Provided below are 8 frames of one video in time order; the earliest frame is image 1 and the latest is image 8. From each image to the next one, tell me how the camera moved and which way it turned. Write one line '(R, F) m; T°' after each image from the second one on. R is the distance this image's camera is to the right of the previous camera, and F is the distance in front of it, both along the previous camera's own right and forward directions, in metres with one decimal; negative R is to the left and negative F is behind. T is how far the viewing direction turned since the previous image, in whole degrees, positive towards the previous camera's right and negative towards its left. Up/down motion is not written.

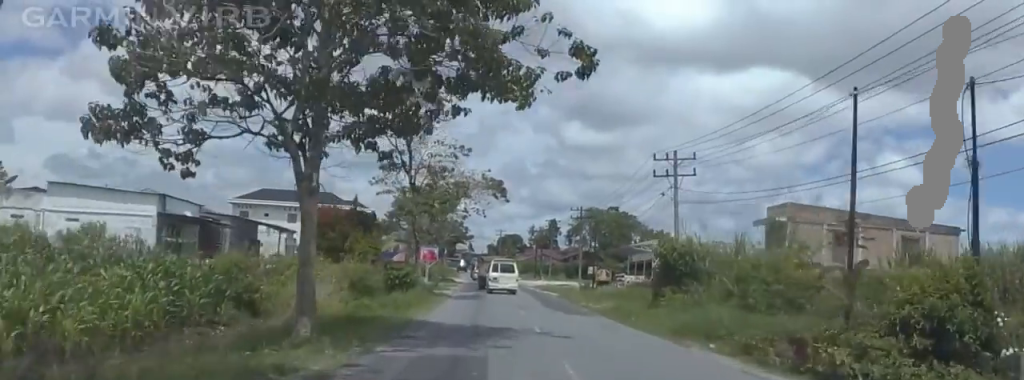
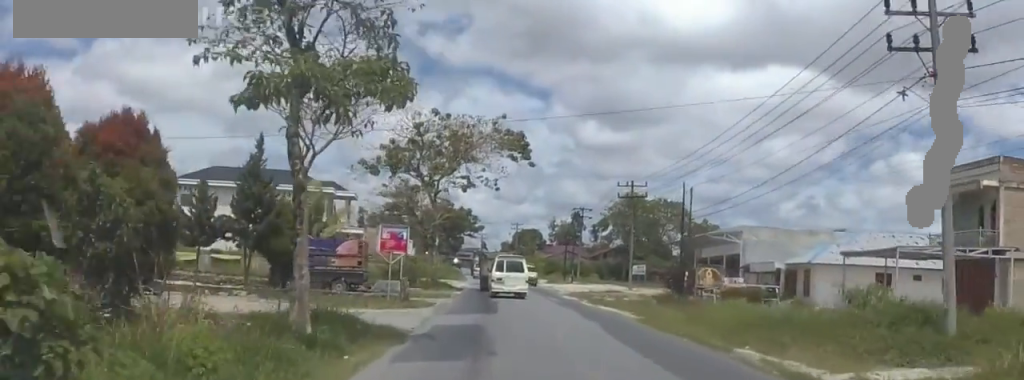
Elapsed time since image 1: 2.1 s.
(+0.1, +29.2) m; 0°
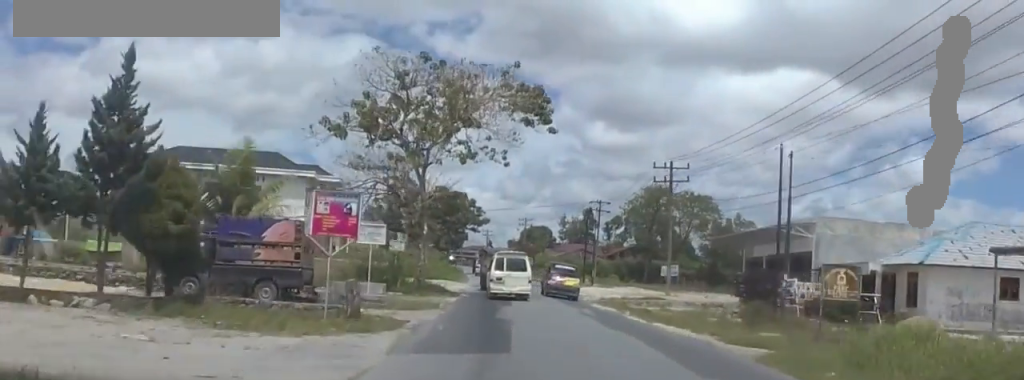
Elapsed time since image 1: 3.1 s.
(+1.3, +12.6) m; +2°
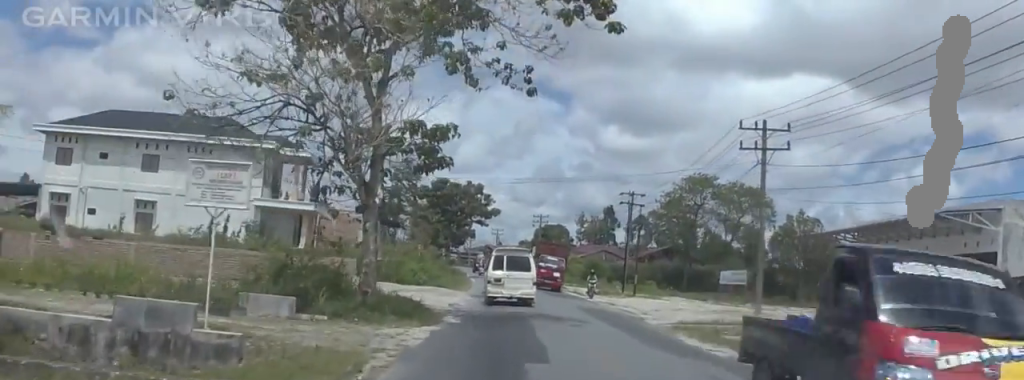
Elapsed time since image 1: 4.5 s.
(-1.3, +17.7) m; -5°
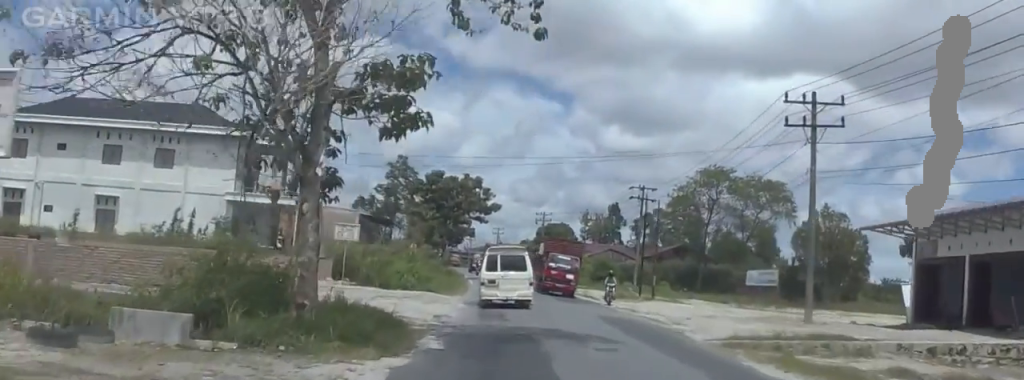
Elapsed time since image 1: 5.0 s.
(0.0, +6.7) m; 0°
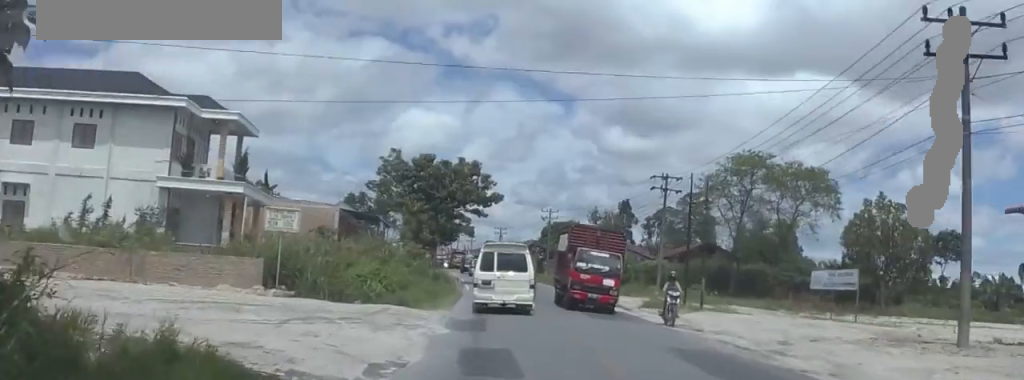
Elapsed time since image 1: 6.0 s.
(0.0, +11.8) m; +4°
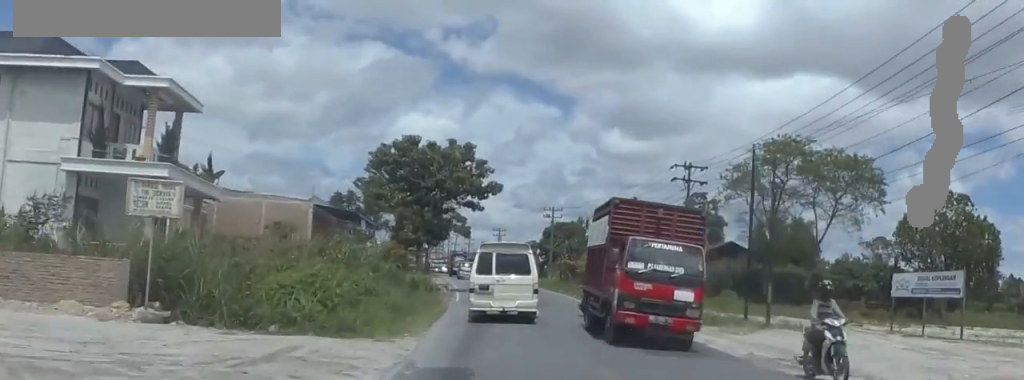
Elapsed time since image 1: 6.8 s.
(+0.7, +9.8) m; -1°
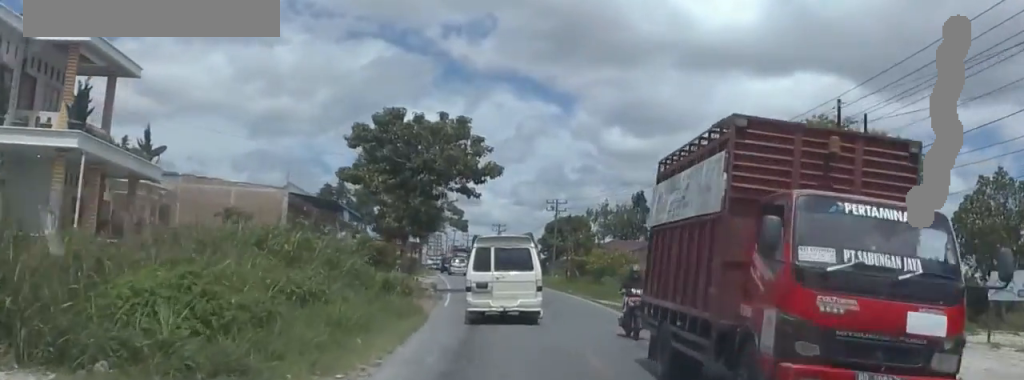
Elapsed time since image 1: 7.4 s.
(-0.2, +7.6) m; -1°
